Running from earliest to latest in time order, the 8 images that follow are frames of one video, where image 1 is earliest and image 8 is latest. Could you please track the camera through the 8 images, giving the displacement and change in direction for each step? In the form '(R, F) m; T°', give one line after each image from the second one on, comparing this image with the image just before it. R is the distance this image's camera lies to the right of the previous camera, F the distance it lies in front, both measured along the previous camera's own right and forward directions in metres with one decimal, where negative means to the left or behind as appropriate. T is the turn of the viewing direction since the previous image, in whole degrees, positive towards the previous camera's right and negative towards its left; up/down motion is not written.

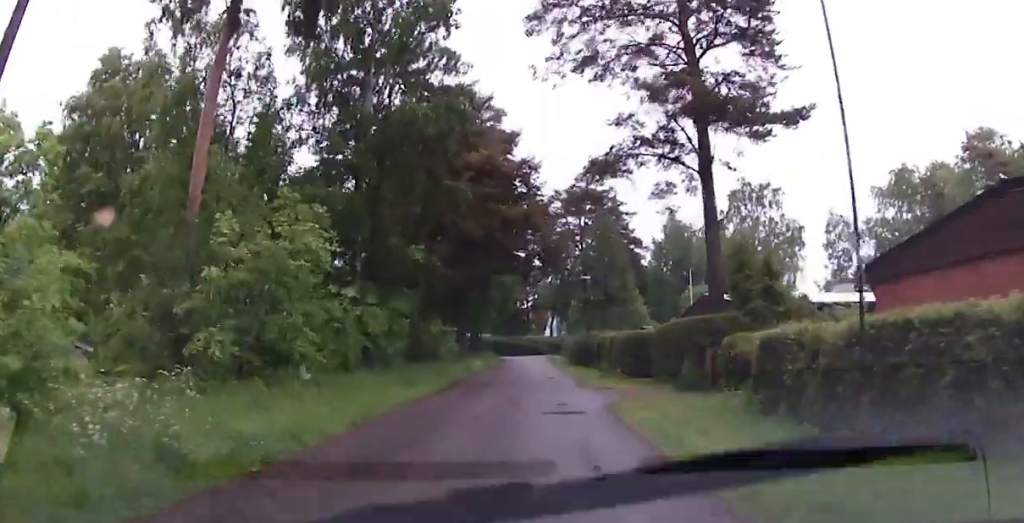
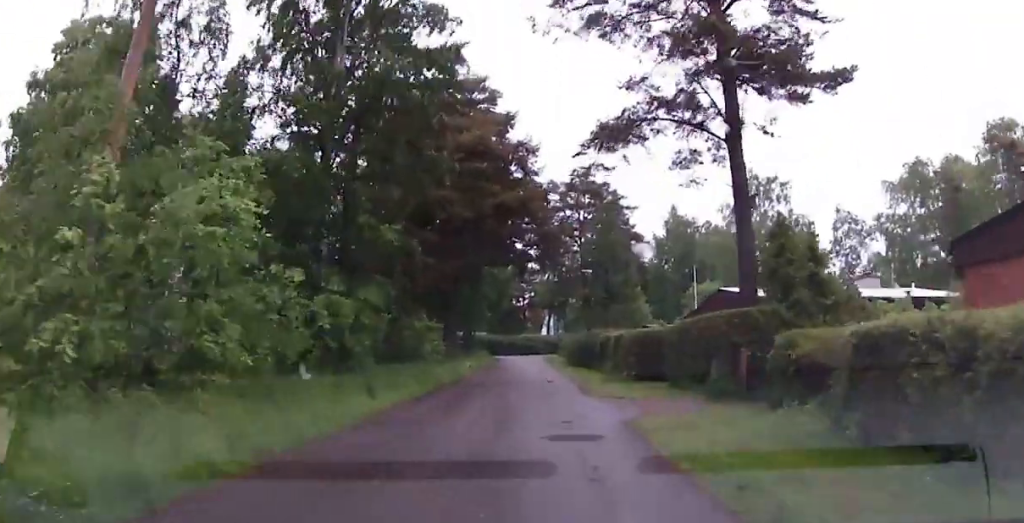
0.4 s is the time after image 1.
(+0.2, +3.9) m; 0°
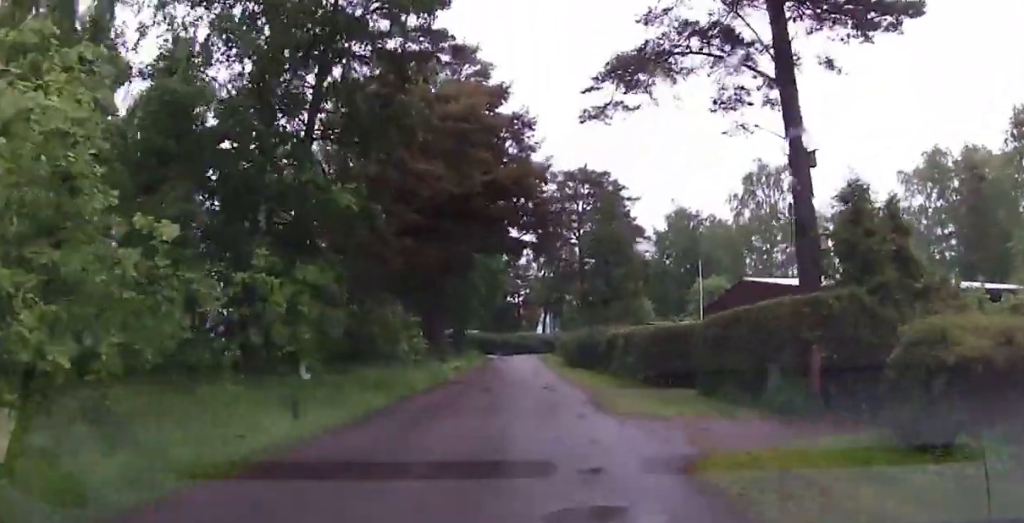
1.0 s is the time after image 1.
(-0.2, +4.9) m; -1°
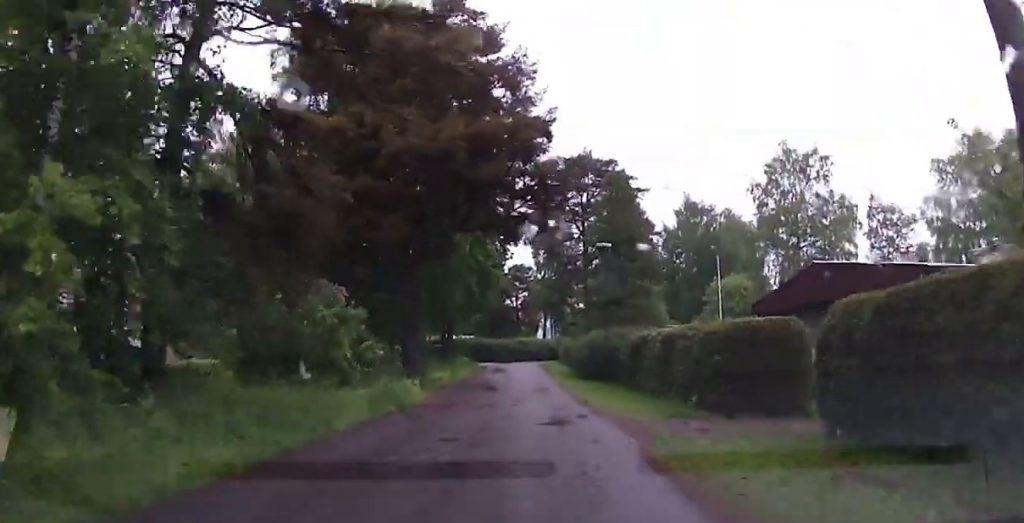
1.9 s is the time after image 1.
(-0.1, +8.2) m; 0°
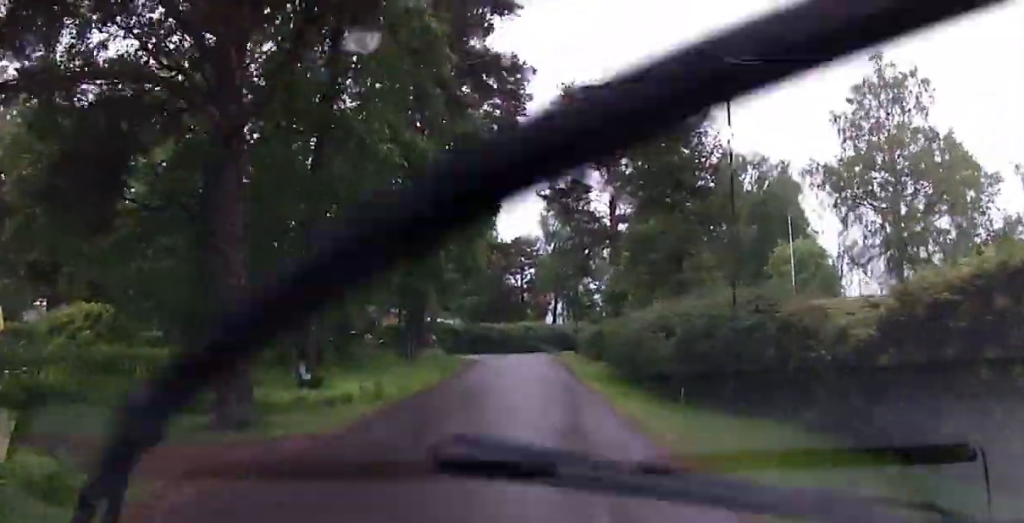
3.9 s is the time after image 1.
(0.0, +18.3) m; -2°
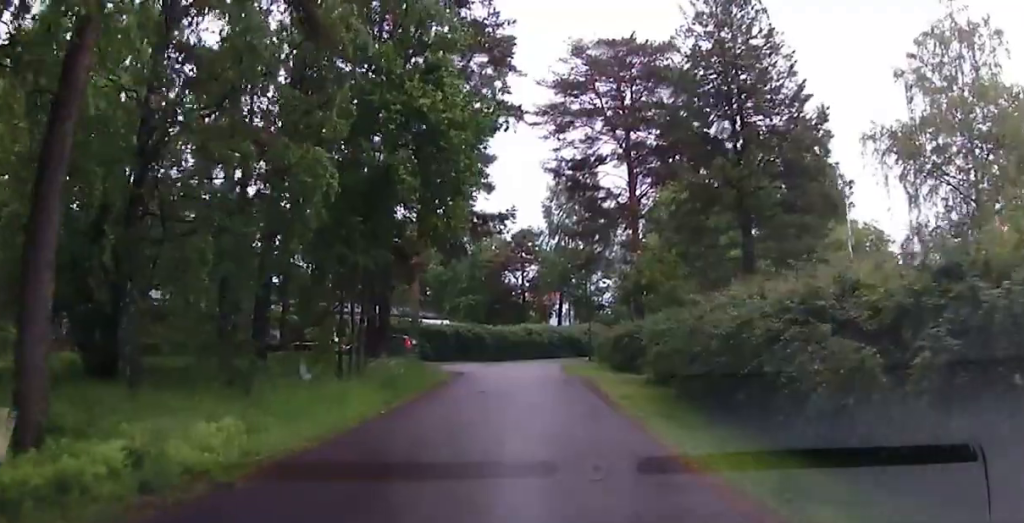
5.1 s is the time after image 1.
(-0.2, +10.1) m; +1°
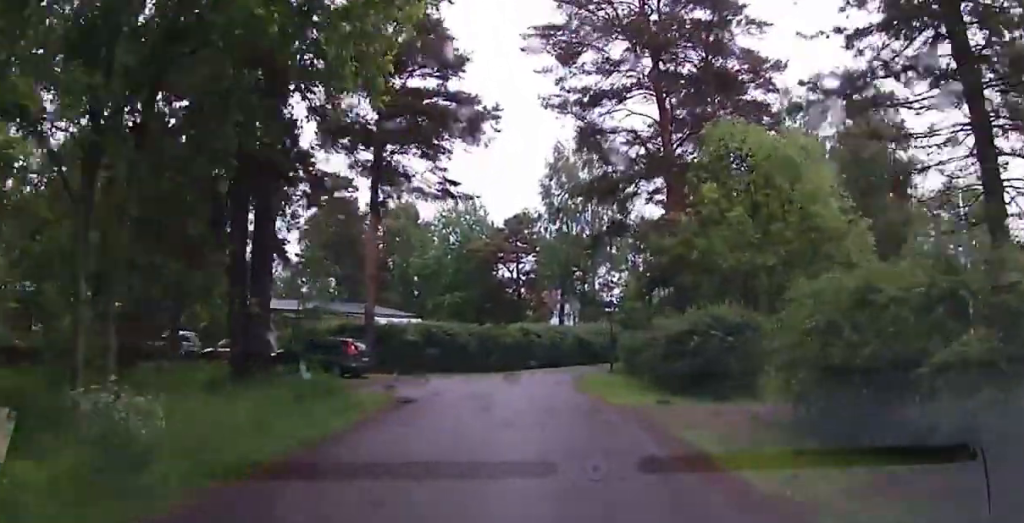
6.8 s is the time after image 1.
(+0.5, +13.1) m; +2°
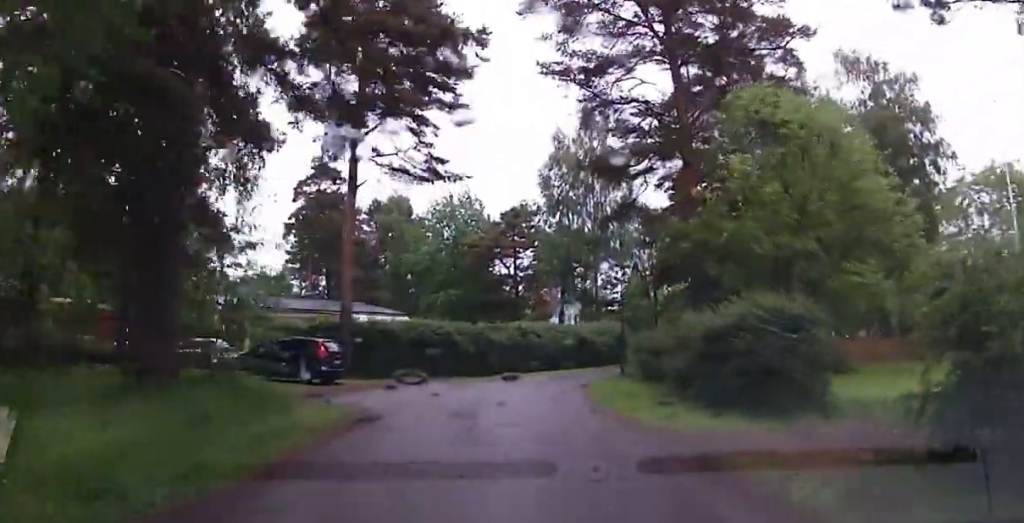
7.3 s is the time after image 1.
(0.0, +4.2) m; -1°
